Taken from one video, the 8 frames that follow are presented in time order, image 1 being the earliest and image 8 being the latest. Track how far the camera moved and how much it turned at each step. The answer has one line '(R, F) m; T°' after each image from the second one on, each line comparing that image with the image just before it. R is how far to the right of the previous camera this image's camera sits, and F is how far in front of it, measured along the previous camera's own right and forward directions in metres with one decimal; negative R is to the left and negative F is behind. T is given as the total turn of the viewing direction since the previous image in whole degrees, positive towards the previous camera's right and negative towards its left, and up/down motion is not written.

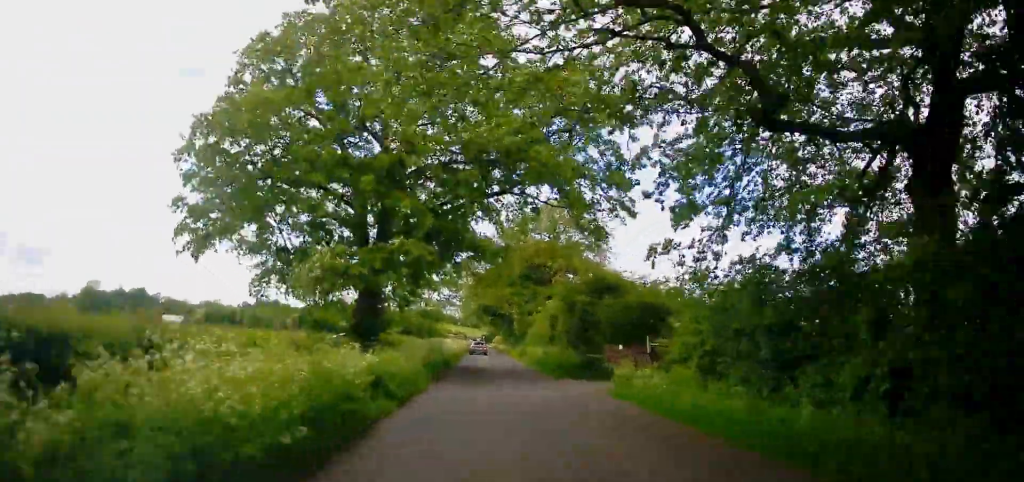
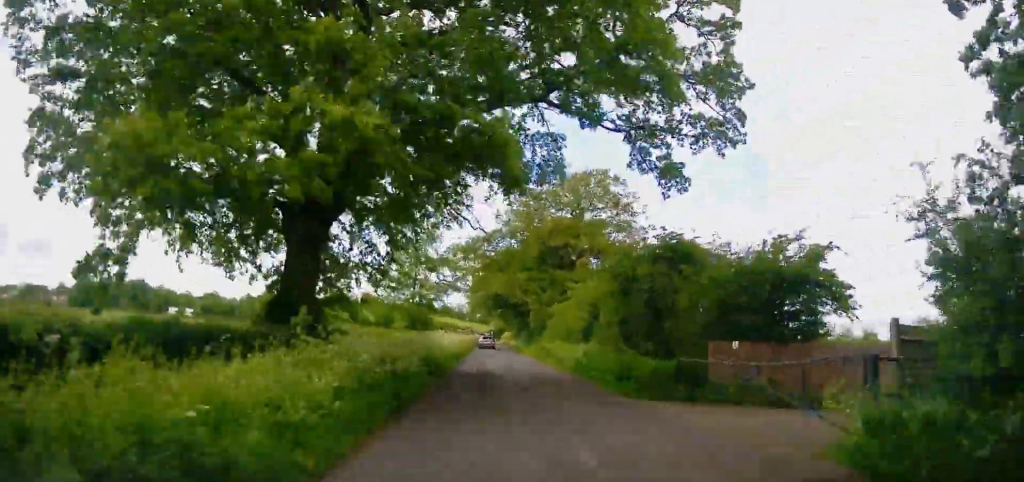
(-0.1, +11.7) m; 0°
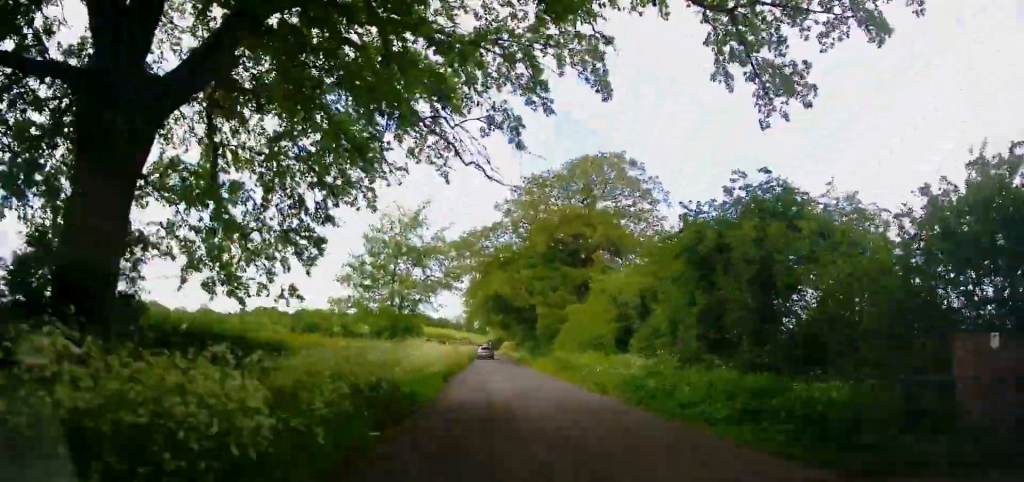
(0.0, +9.2) m; 0°
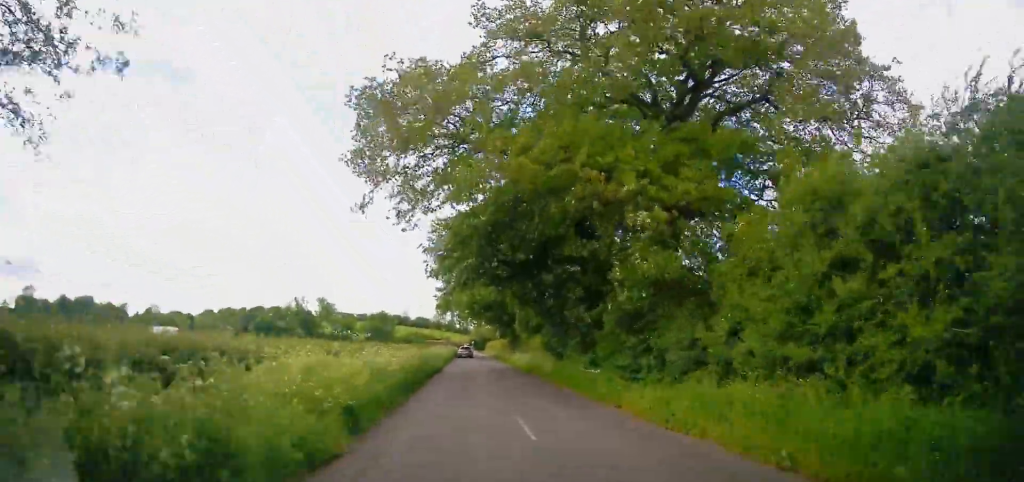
(-0.1, +32.1) m; 0°
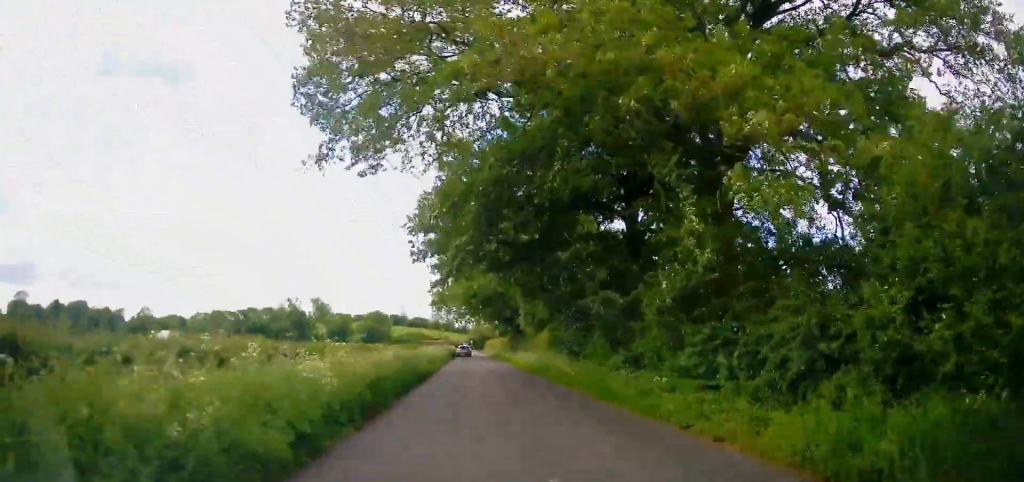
(+0.2, +5.9) m; 0°
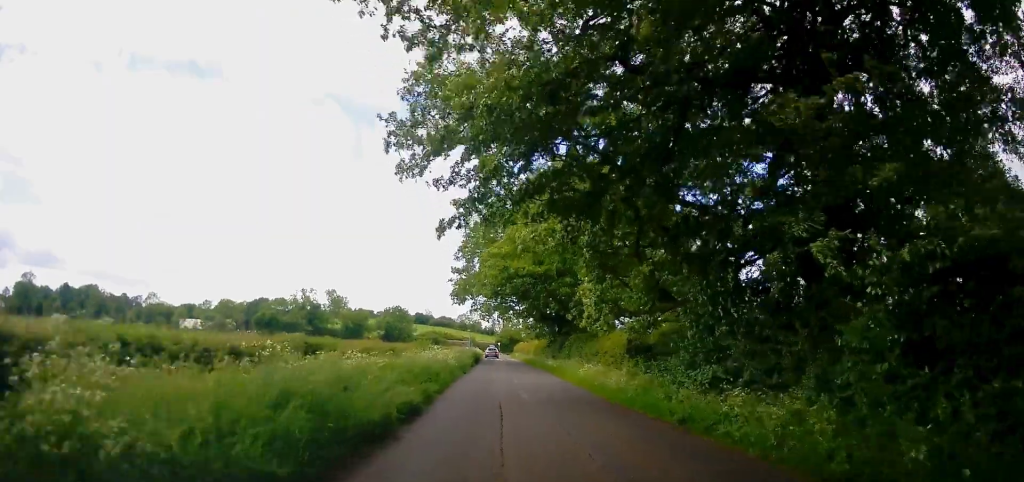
(-0.3, +14.5) m; 0°
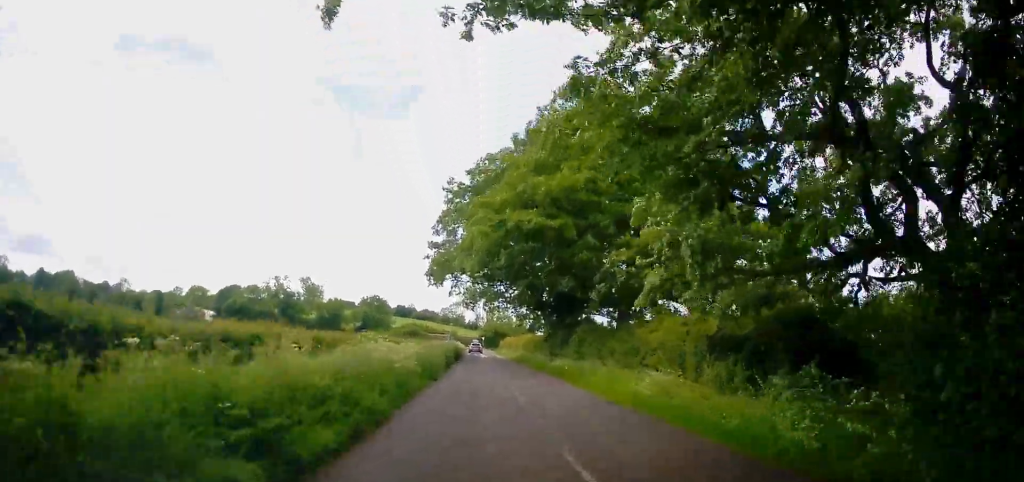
(+0.2, +11.4) m; -1°
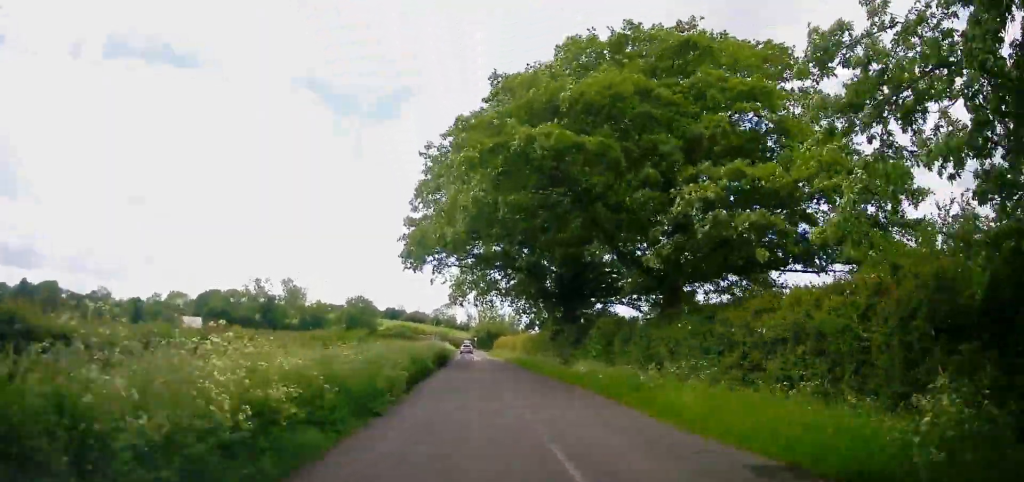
(-0.3, +9.2) m; -2°
